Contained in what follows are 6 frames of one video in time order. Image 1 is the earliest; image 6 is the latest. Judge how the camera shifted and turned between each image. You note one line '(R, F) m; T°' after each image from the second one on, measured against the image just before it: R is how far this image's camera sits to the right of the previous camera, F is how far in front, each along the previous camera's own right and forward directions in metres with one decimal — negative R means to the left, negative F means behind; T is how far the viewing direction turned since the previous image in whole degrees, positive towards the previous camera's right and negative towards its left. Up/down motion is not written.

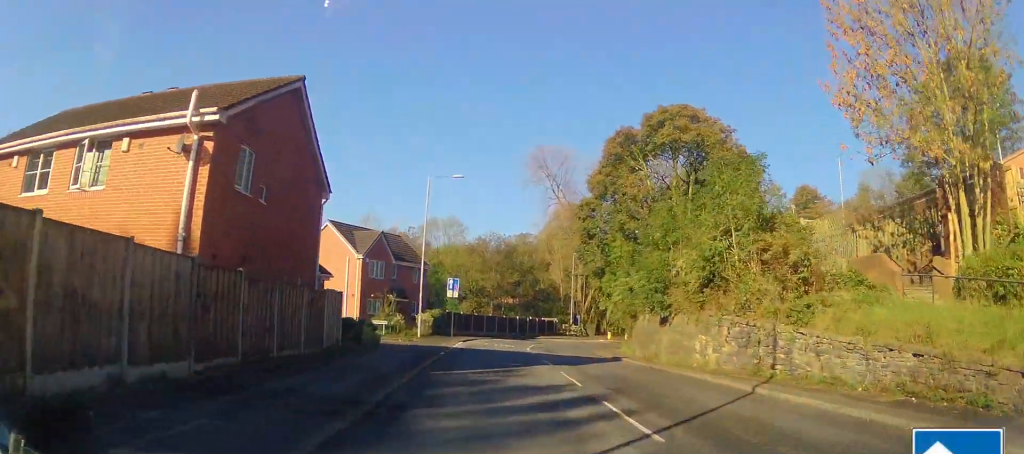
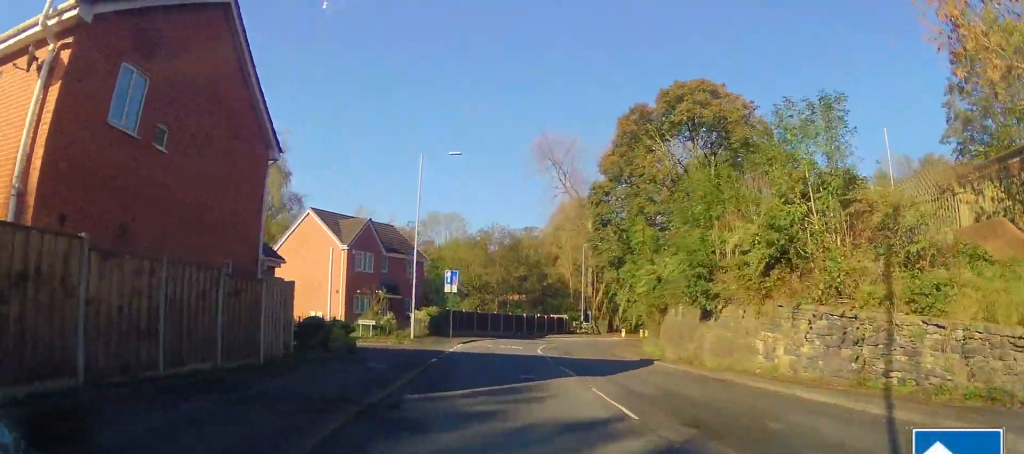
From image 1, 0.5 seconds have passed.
(-0.3, +5.1) m; 0°
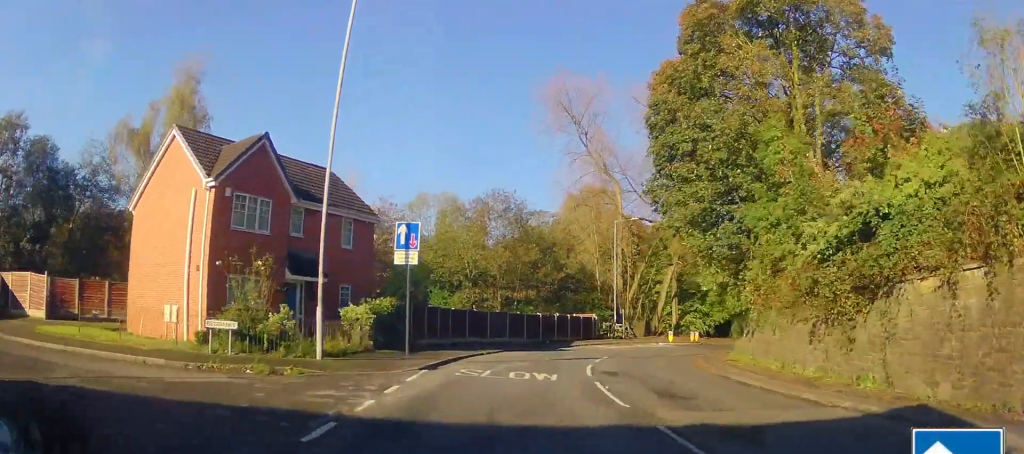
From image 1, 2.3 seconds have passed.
(+0.3, +17.5) m; 0°
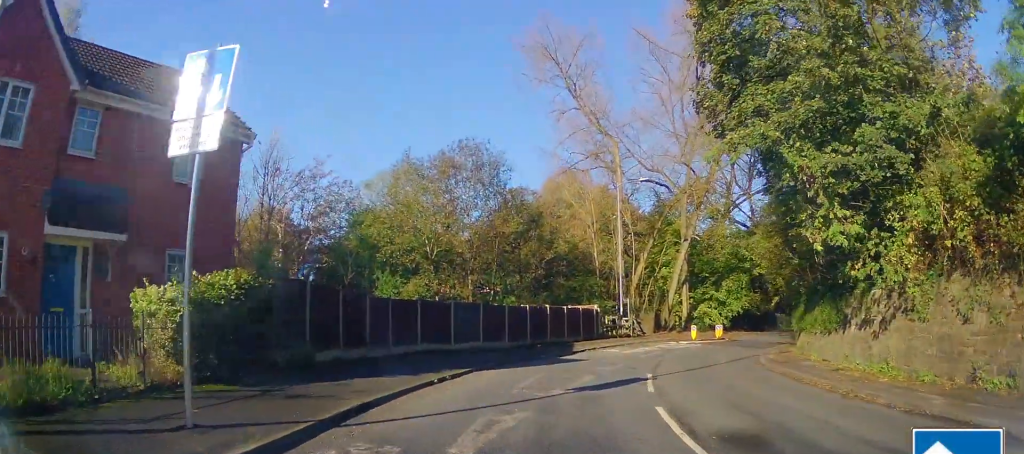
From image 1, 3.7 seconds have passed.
(-0.4, +11.7) m; +2°
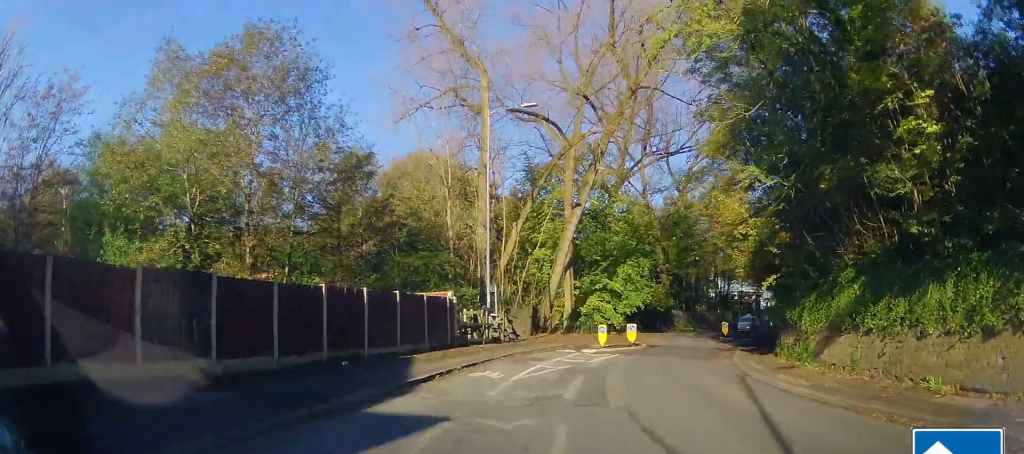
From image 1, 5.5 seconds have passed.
(+1.8, +13.7) m; +14°
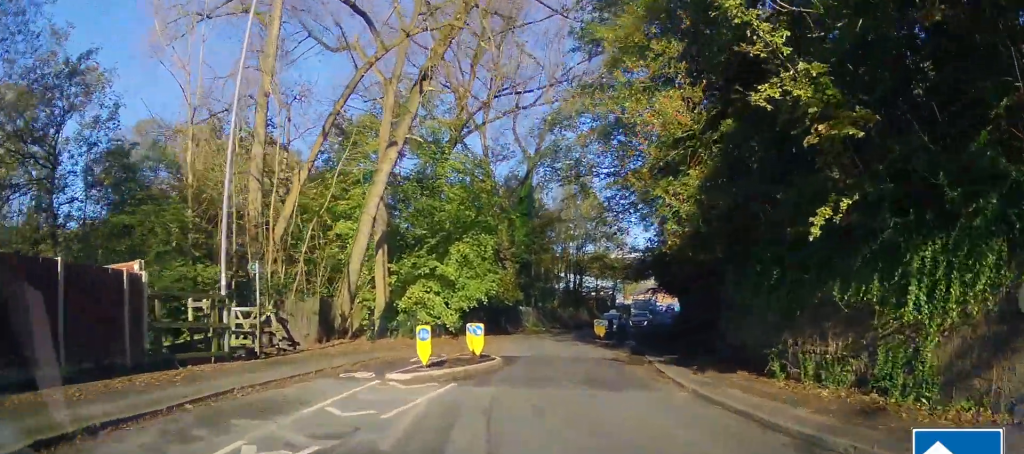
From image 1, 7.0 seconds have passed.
(+0.8, +10.7) m; +11°
